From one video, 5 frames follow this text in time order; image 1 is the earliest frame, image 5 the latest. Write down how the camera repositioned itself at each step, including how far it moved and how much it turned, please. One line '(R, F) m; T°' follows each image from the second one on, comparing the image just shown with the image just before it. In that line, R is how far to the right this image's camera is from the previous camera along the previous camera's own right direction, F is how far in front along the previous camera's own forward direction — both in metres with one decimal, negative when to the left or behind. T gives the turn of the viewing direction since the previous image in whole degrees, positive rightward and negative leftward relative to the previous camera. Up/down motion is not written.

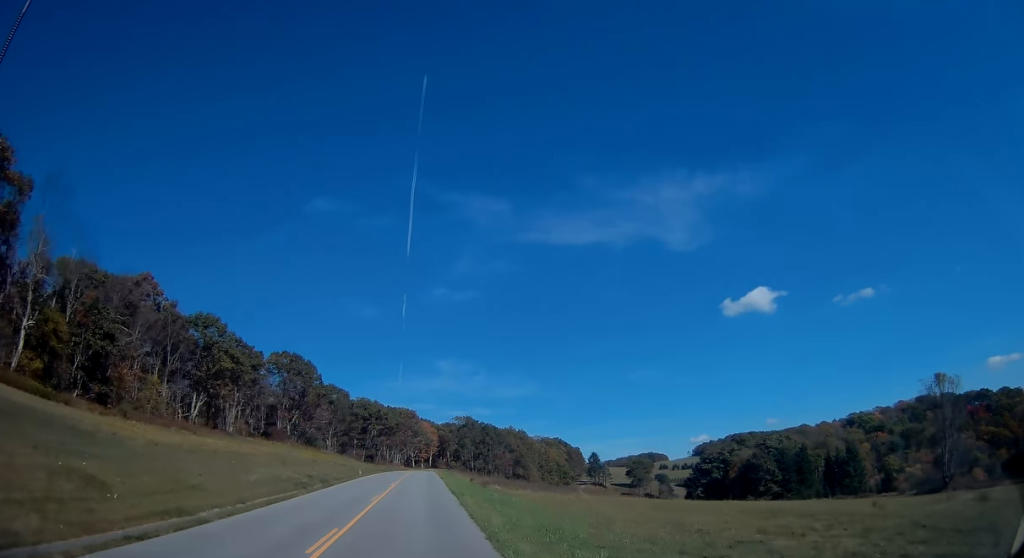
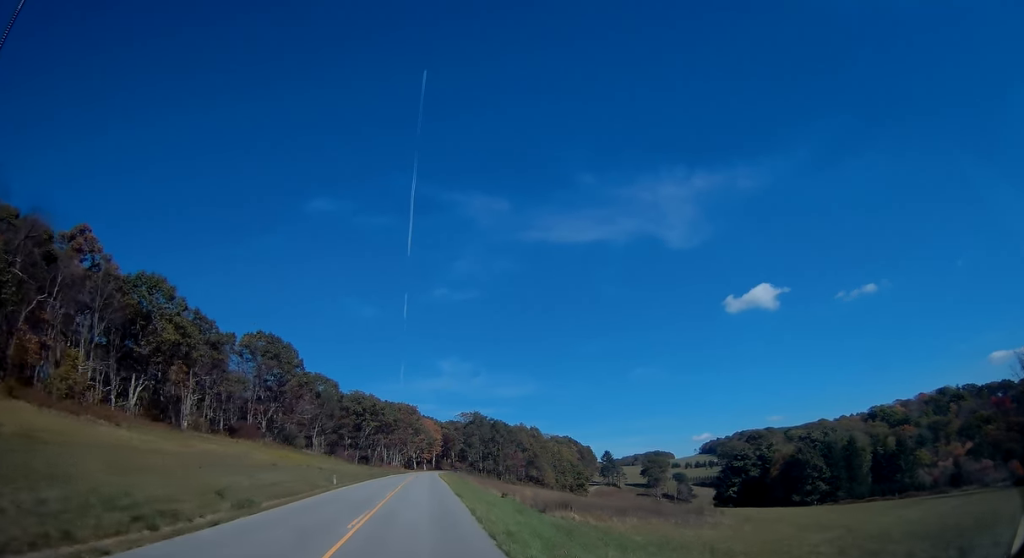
(-0.2, +20.4) m; -1°
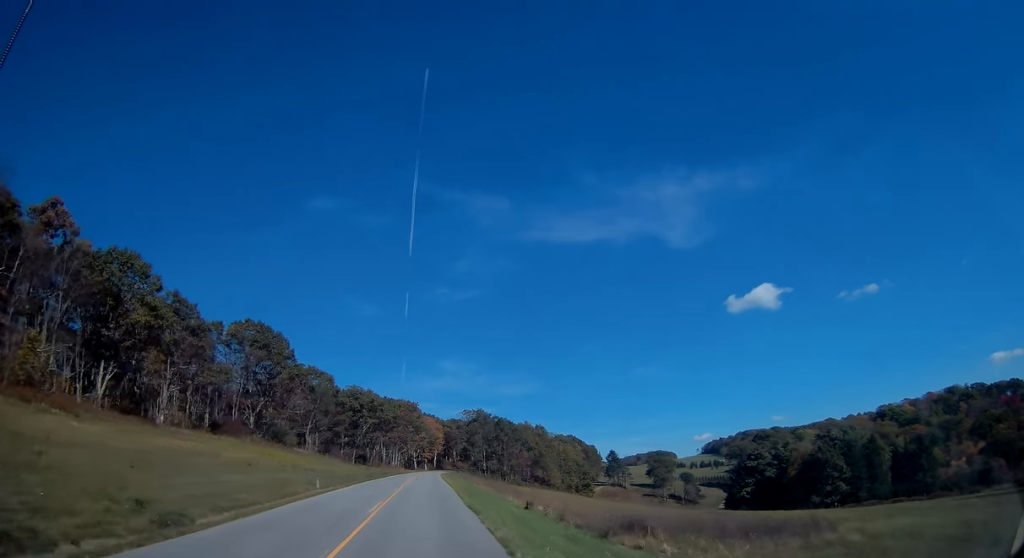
(0.0, +7.6) m; 0°
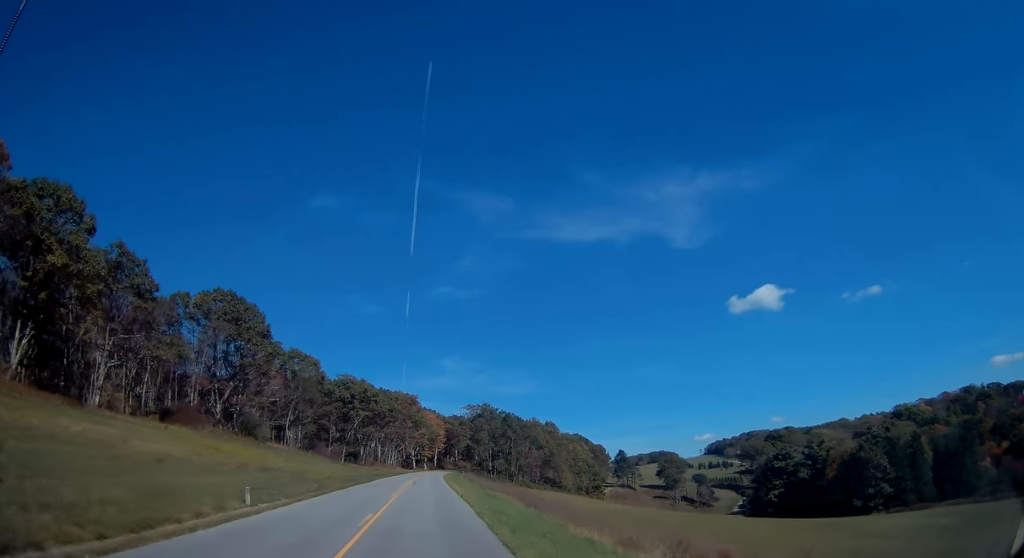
(0.0, +15.3) m; 0°
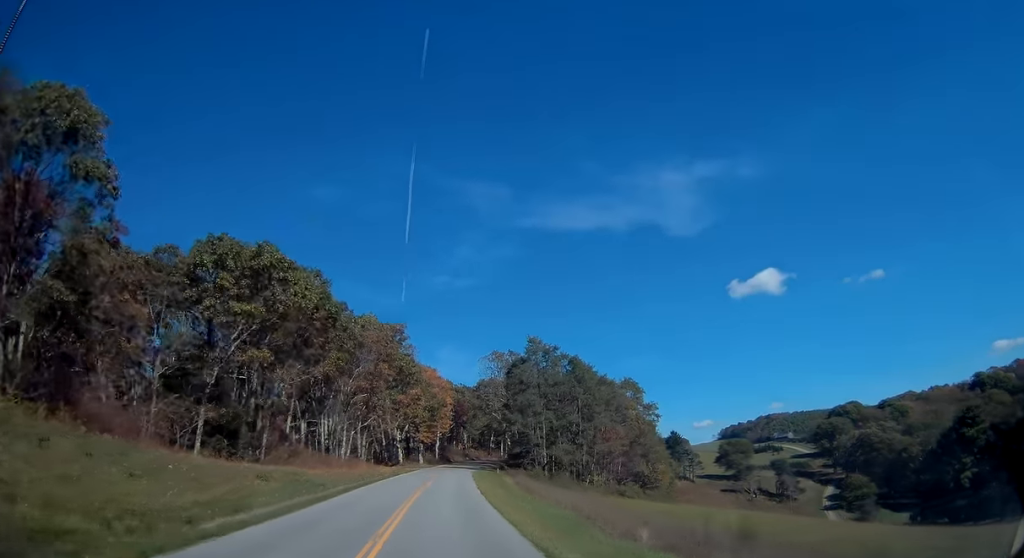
(+0.6, +69.8) m; +1°
